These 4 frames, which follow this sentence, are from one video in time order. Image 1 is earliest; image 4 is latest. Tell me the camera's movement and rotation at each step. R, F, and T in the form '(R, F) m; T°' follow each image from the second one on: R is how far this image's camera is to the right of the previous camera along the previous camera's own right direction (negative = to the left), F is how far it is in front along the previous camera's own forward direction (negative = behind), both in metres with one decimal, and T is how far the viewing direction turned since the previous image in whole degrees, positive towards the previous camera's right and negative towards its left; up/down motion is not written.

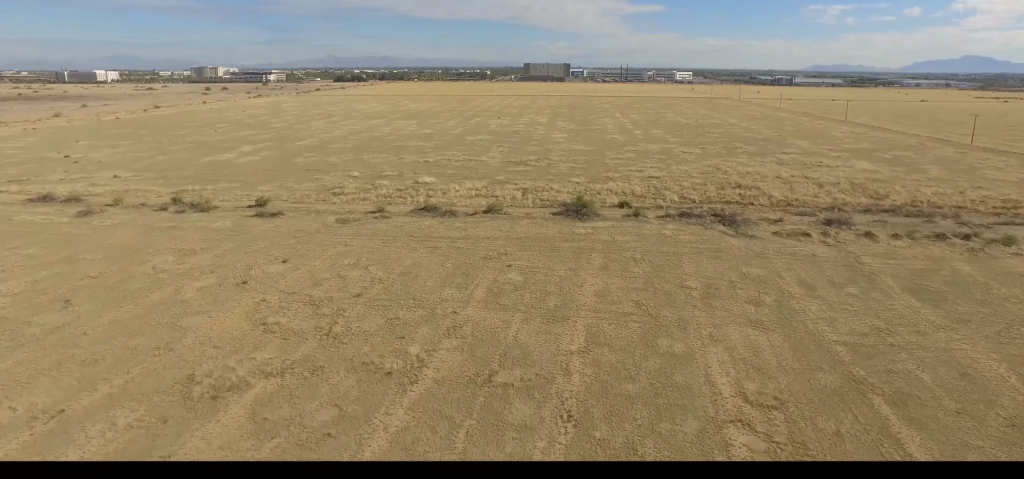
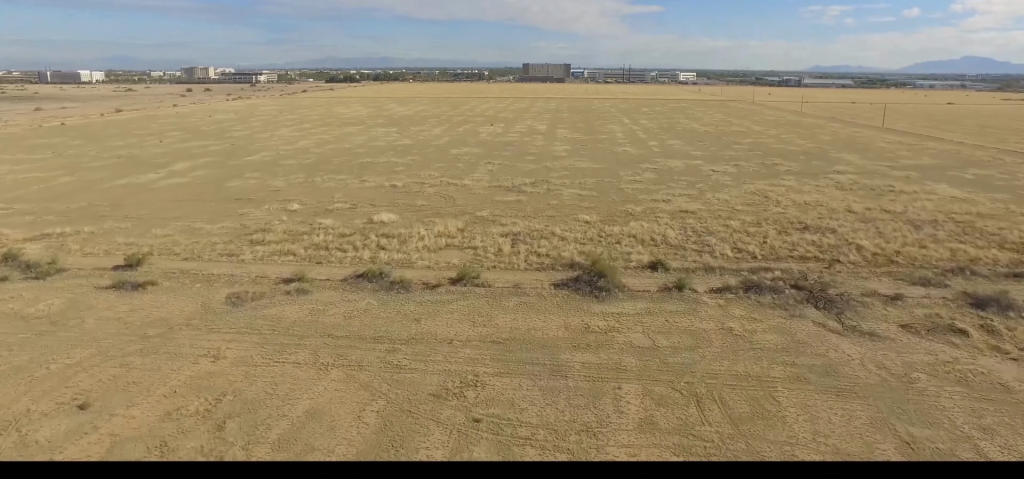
(+0.5, +27.1) m; +2°
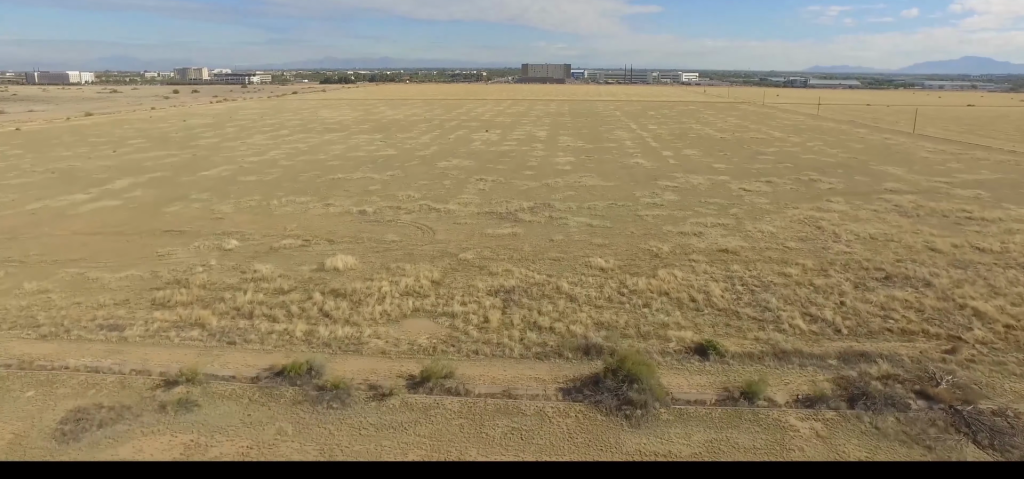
(+0.1, +18.5) m; +1°
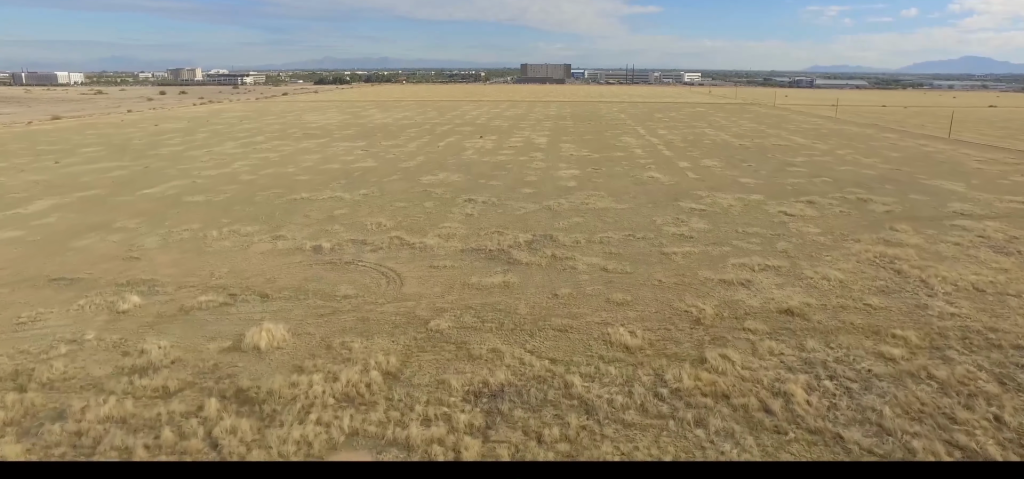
(+0.1, +17.0) m; 0°
